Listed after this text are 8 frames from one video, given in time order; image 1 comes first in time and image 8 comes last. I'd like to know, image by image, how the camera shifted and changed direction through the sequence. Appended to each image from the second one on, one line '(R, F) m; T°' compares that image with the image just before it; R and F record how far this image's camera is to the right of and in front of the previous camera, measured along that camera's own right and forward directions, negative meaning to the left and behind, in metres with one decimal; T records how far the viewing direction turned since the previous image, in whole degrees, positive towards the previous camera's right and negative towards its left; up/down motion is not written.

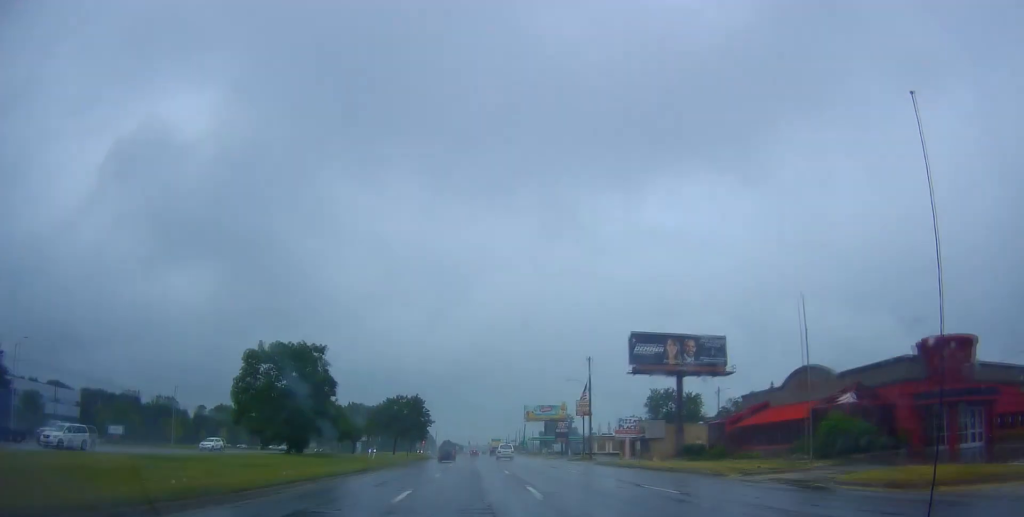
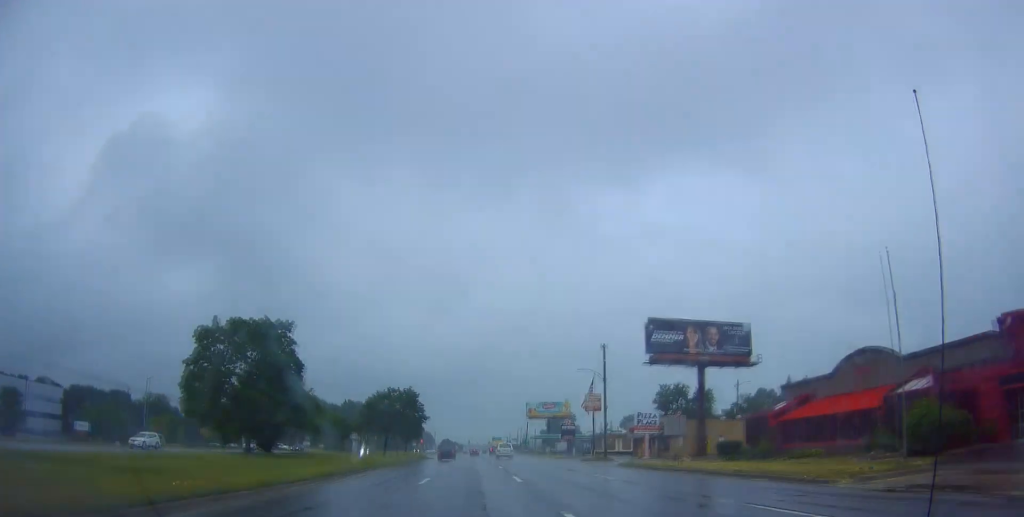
(0.0, +8.3) m; 0°
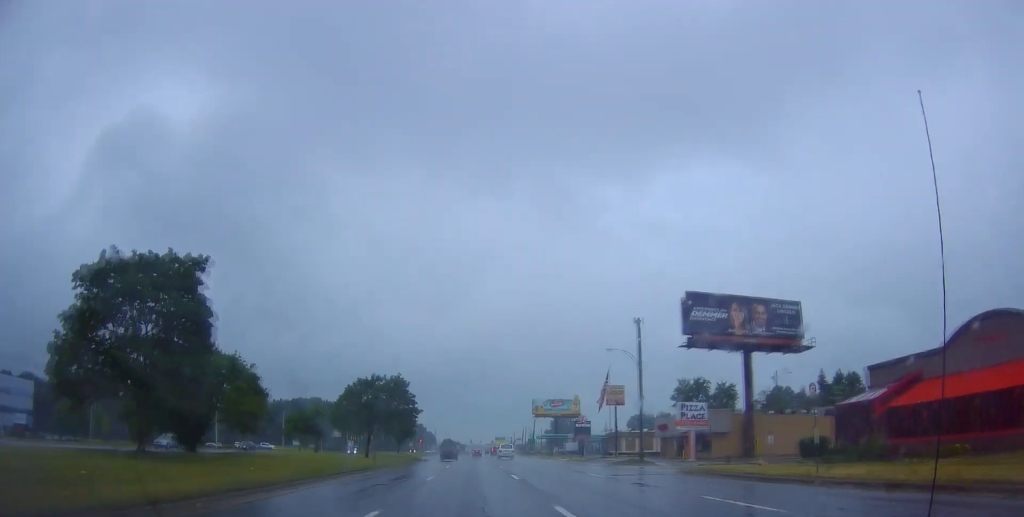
(0.0, +13.2) m; 0°
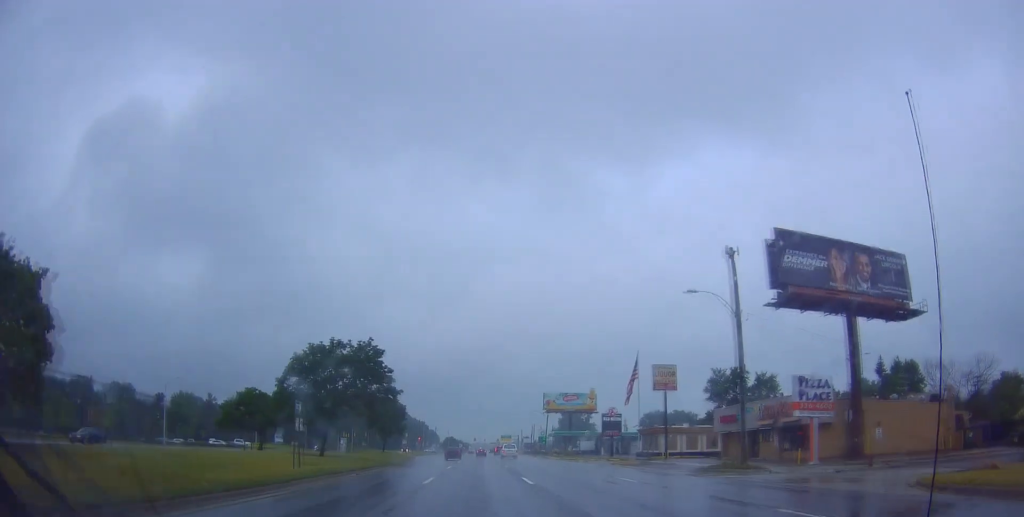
(-0.1, +19.4) m; -2°
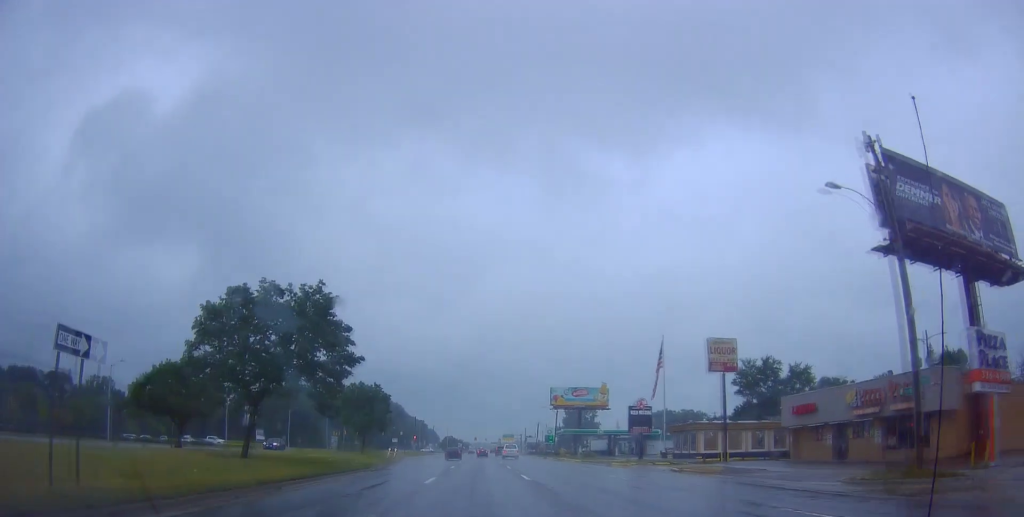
(-0.4, +14.5) m; 0°
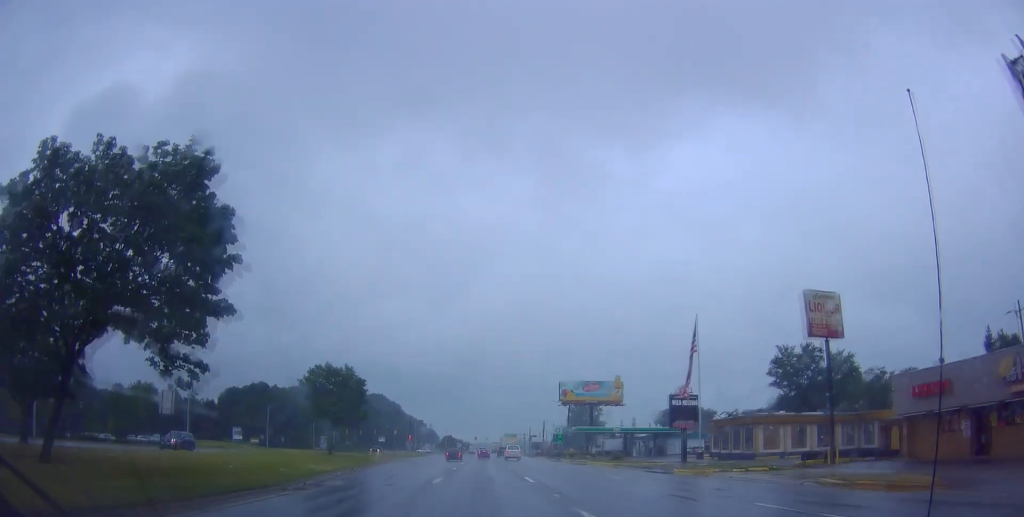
(+0.3, +14.9) m; 0°
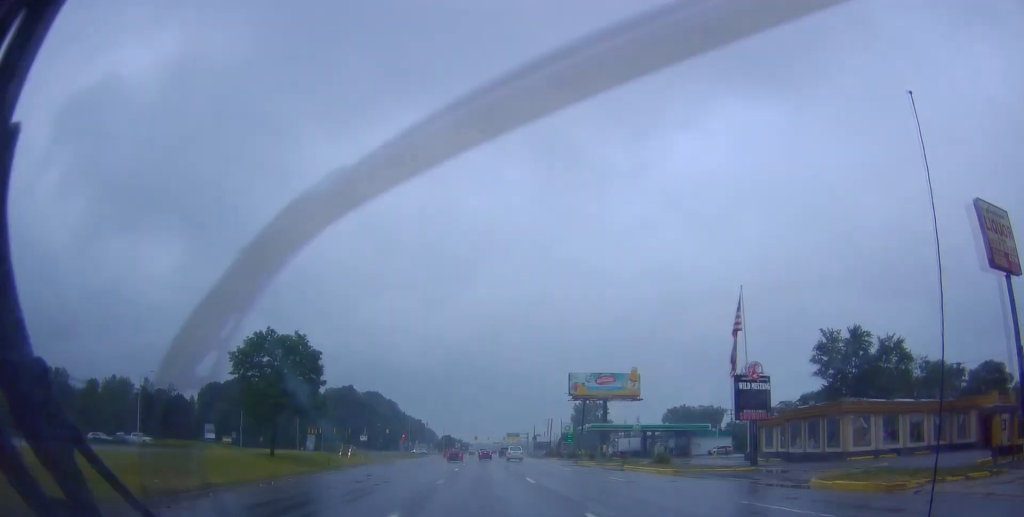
(-0.2, +14.6) m; 0°
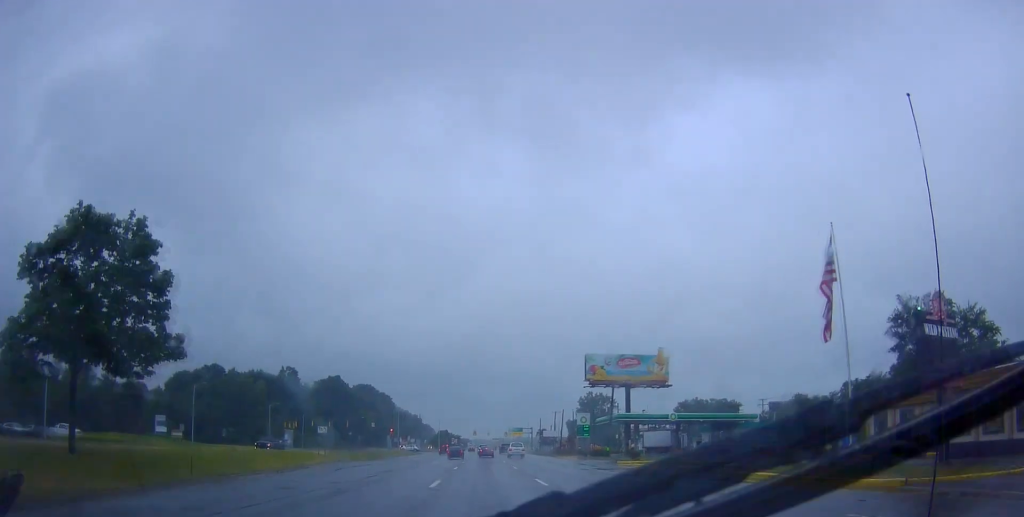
(+0.1, +19.7) m; +1°
